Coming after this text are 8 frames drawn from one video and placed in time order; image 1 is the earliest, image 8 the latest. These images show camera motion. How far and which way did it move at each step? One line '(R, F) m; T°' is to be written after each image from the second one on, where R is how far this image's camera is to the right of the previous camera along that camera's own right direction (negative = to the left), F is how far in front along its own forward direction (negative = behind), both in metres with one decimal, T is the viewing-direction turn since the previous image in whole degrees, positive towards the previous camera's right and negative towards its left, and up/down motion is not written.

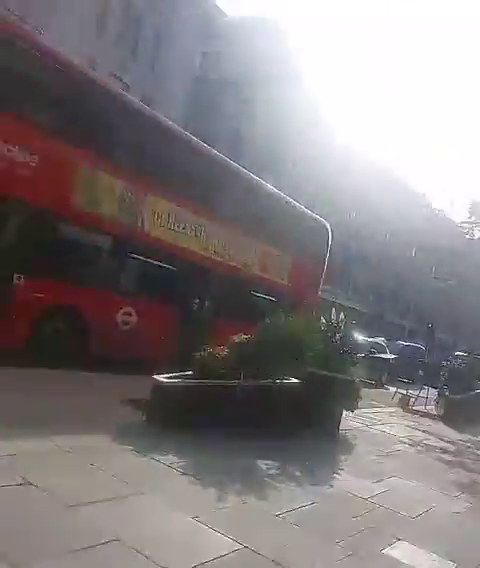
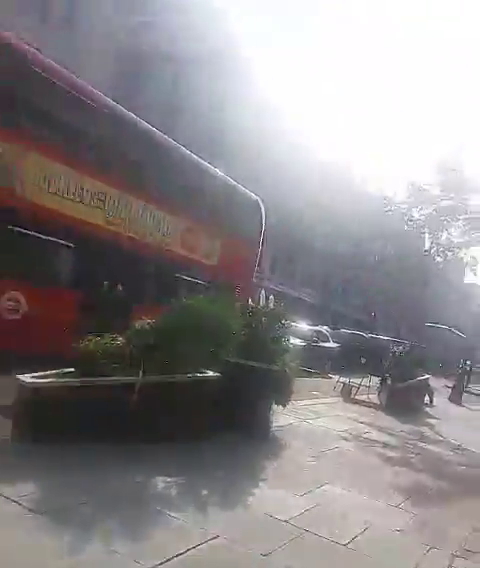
(0.0, +1.3) m; 0°
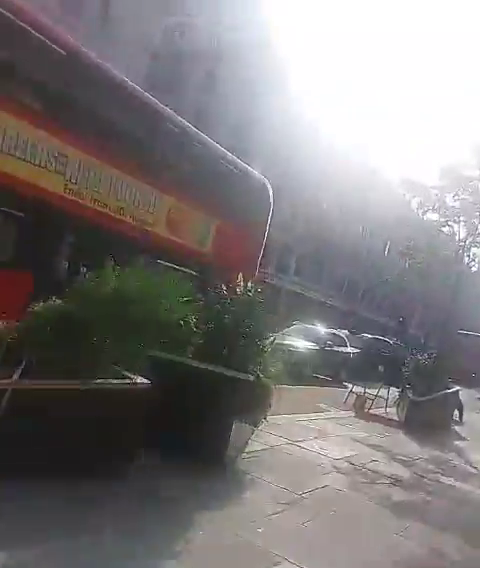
(0.0, +1.6) m; +6°
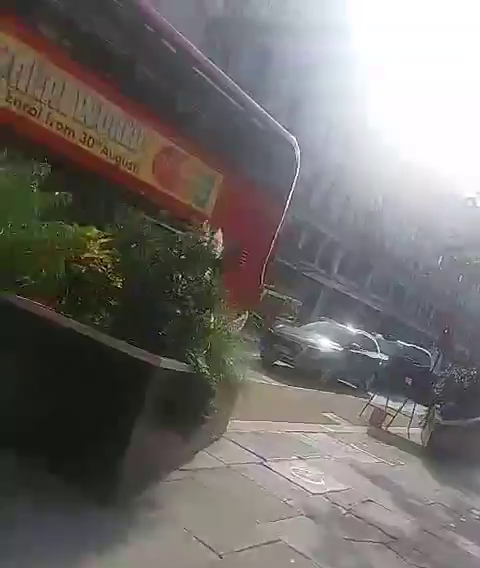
(+0.1, +1.7) m; +7°
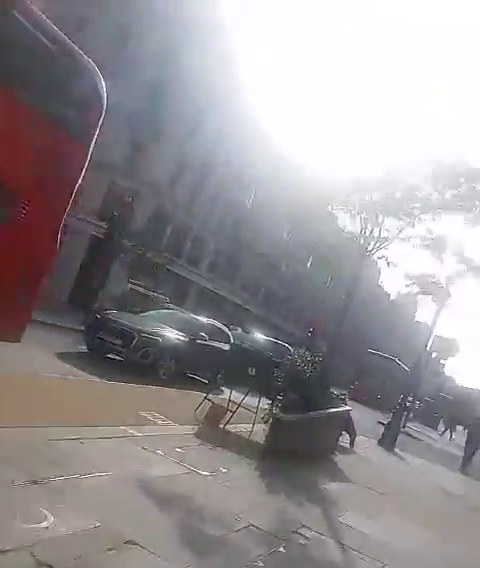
(+0.3, +2.0) m; +7°
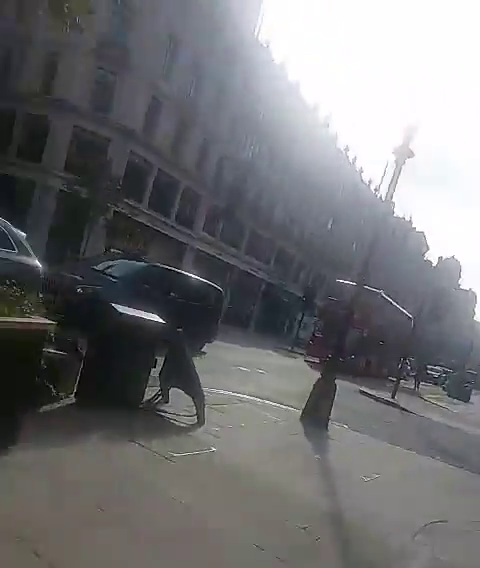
(-0.9, +7.2) m; -10°
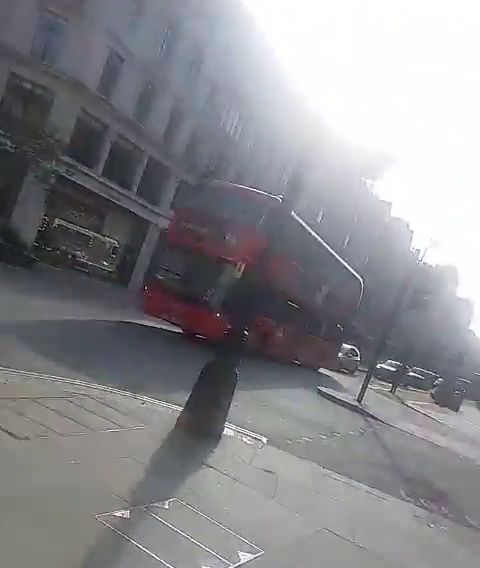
(0.0, +4.2) m; +8°
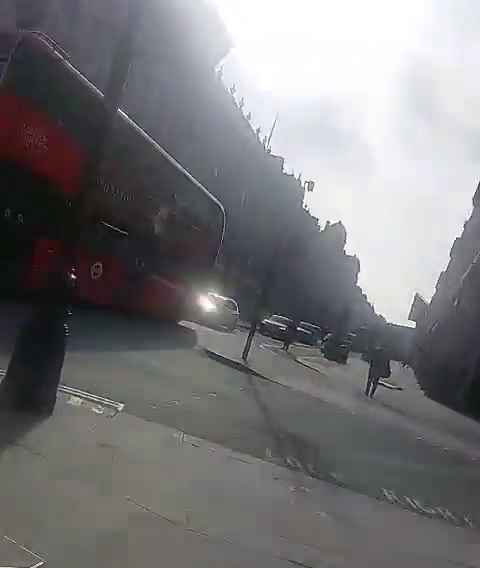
(+0.2, +1.3) m; +4°
